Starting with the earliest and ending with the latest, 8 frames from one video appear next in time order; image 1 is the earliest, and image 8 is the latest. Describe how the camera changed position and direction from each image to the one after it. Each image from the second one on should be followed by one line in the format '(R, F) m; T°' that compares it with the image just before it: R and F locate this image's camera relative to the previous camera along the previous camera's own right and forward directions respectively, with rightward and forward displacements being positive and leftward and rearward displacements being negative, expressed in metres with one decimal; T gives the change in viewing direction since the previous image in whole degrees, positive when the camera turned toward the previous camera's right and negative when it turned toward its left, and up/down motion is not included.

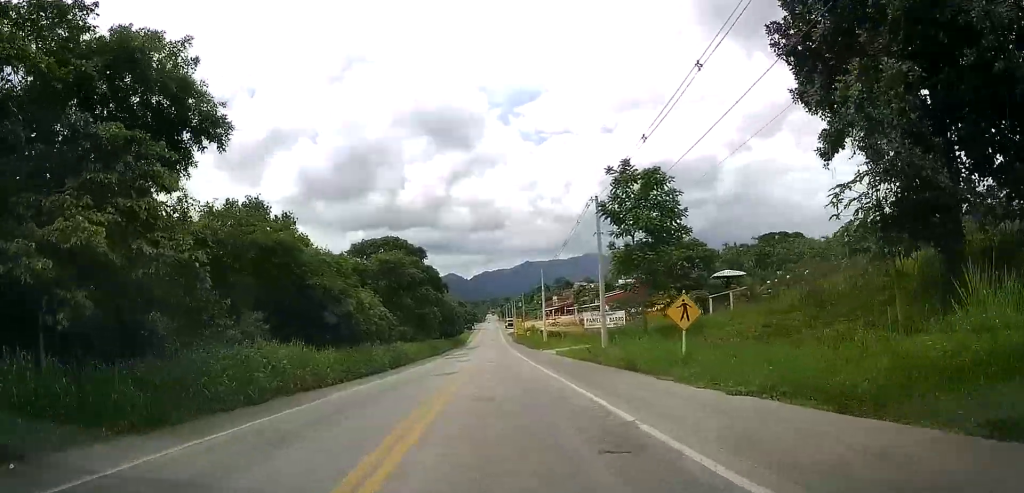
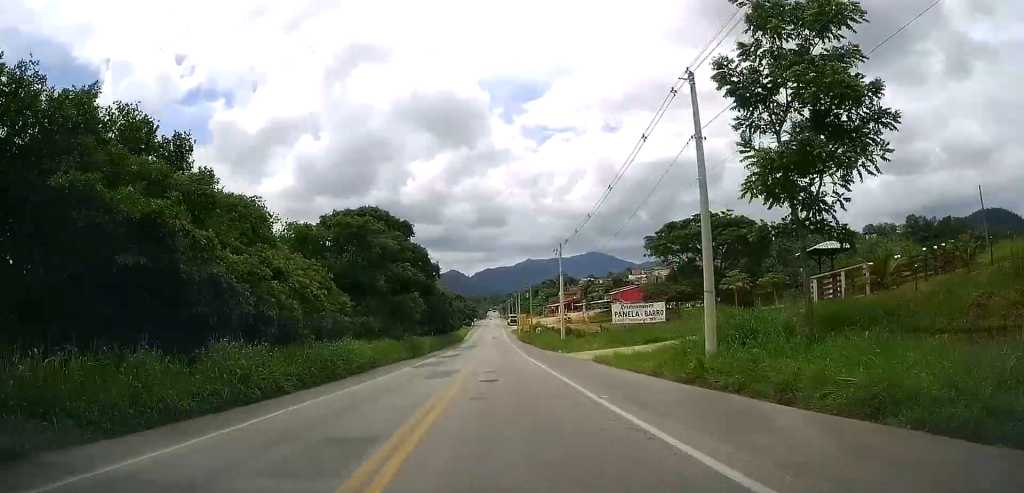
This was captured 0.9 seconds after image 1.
(-0.1, +19.6) m; +1°
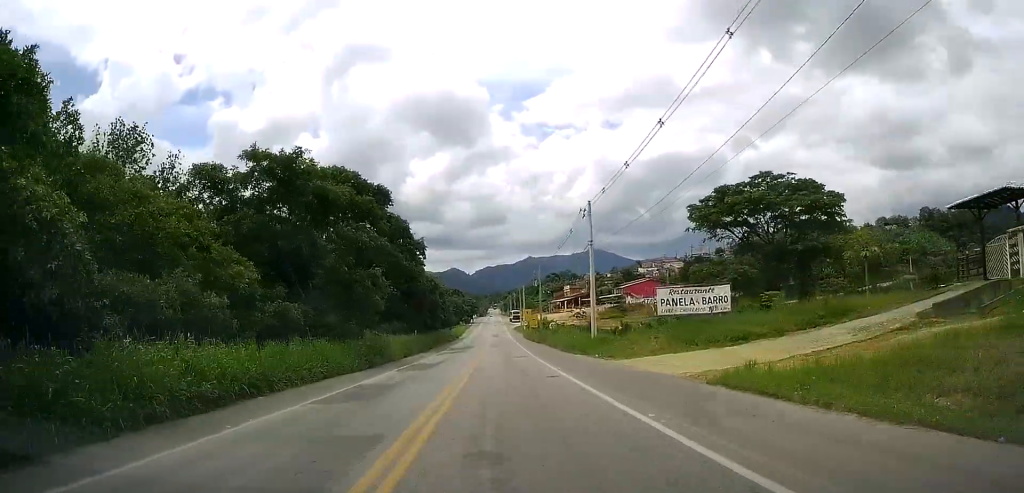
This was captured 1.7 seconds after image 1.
(+0.3, +18.6) m; +1°
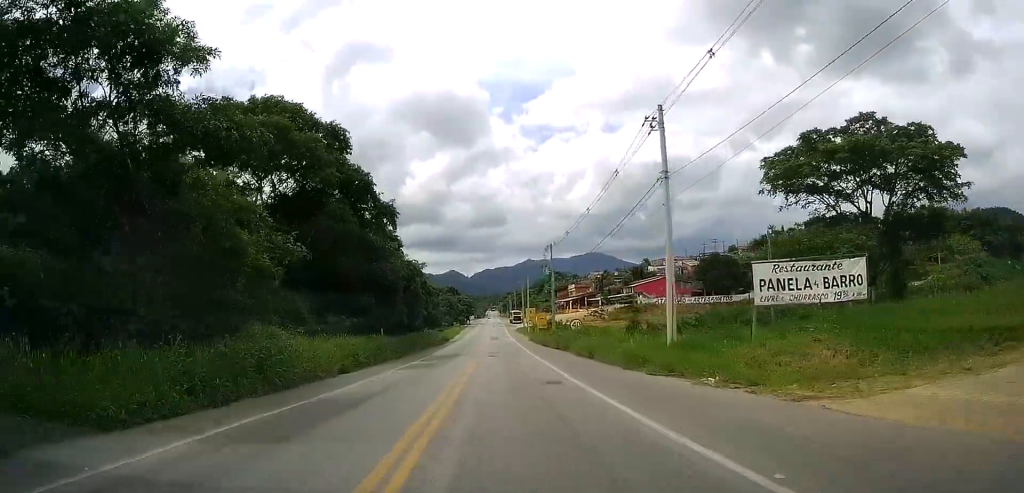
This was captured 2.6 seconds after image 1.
(+0.1, +19.3) m; 0°
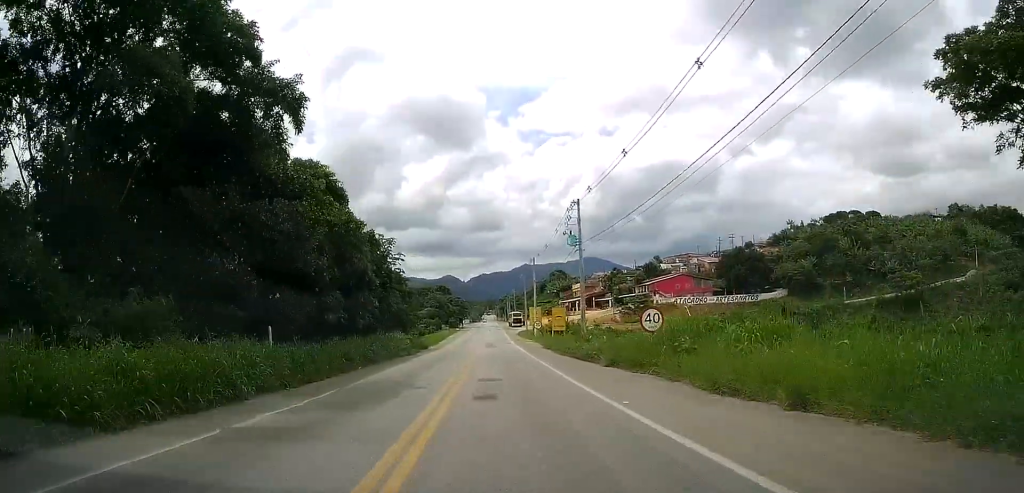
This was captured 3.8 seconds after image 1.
(-0.3, +23.4) m; -1°
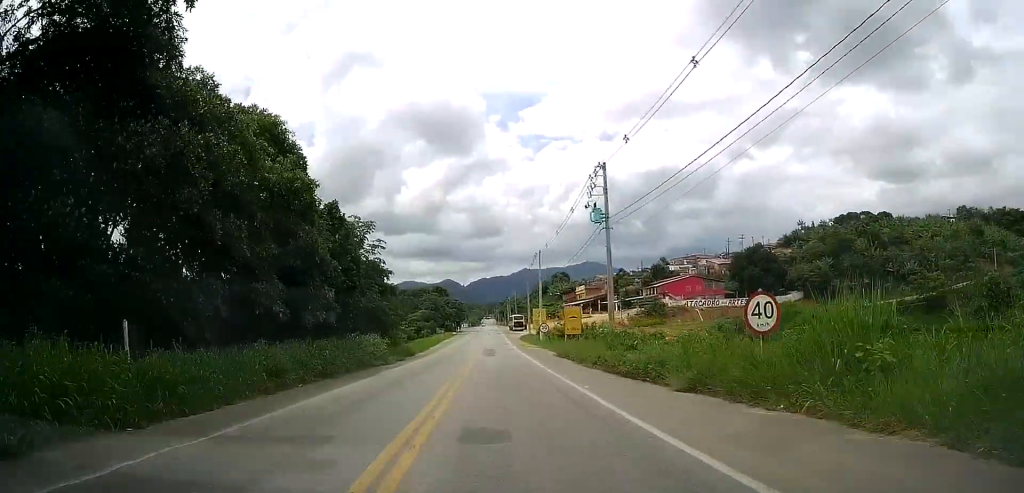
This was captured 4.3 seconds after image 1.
(0.0, +10.3) m; 0°
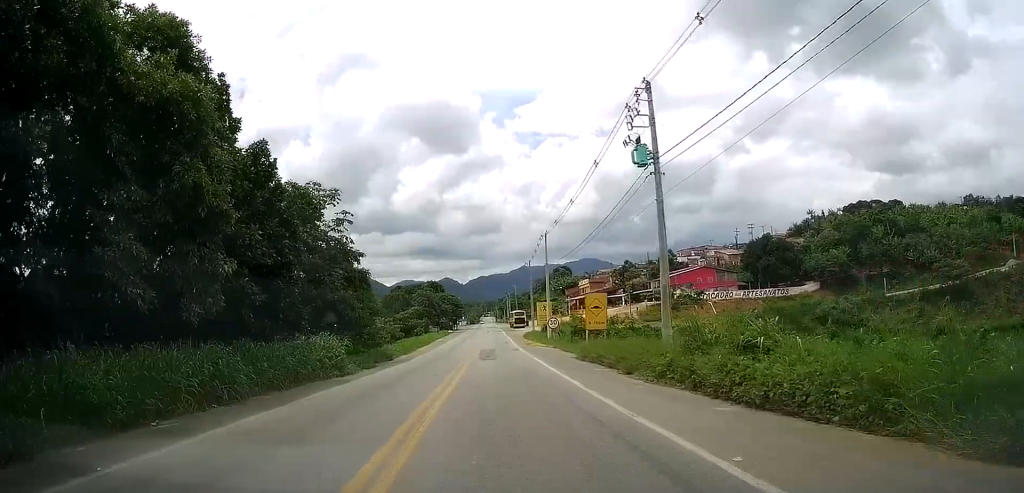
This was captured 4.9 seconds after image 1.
(0.0, +10.7) m; +1°
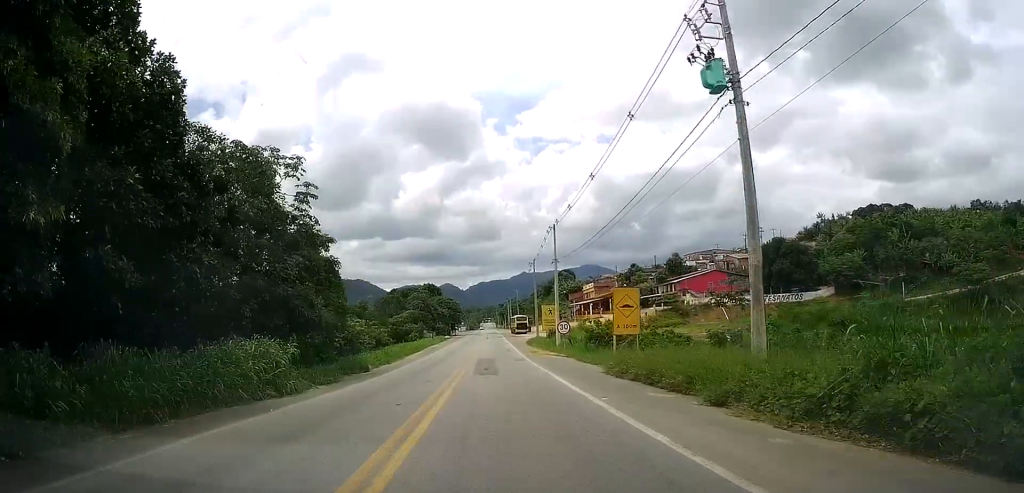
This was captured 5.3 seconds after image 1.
(0.0, +7.9) m; +1°
